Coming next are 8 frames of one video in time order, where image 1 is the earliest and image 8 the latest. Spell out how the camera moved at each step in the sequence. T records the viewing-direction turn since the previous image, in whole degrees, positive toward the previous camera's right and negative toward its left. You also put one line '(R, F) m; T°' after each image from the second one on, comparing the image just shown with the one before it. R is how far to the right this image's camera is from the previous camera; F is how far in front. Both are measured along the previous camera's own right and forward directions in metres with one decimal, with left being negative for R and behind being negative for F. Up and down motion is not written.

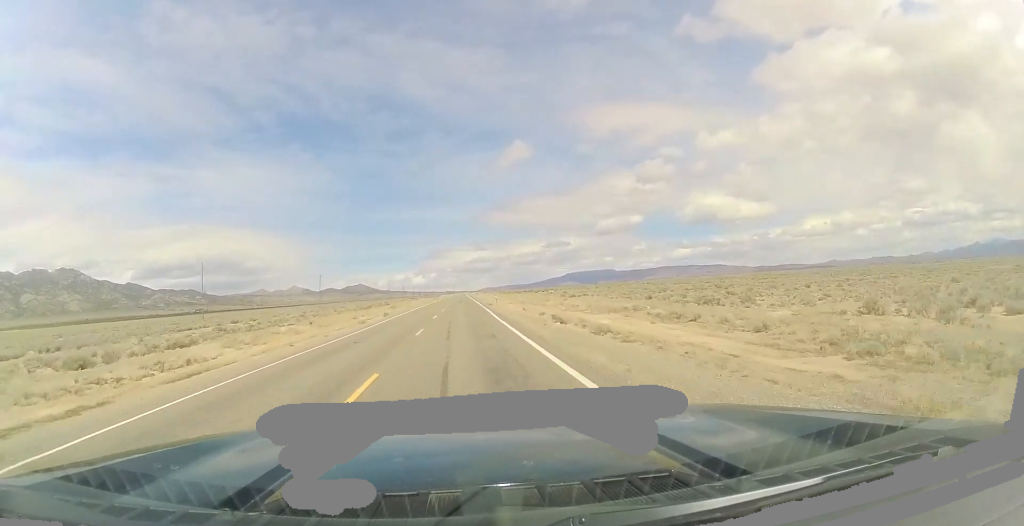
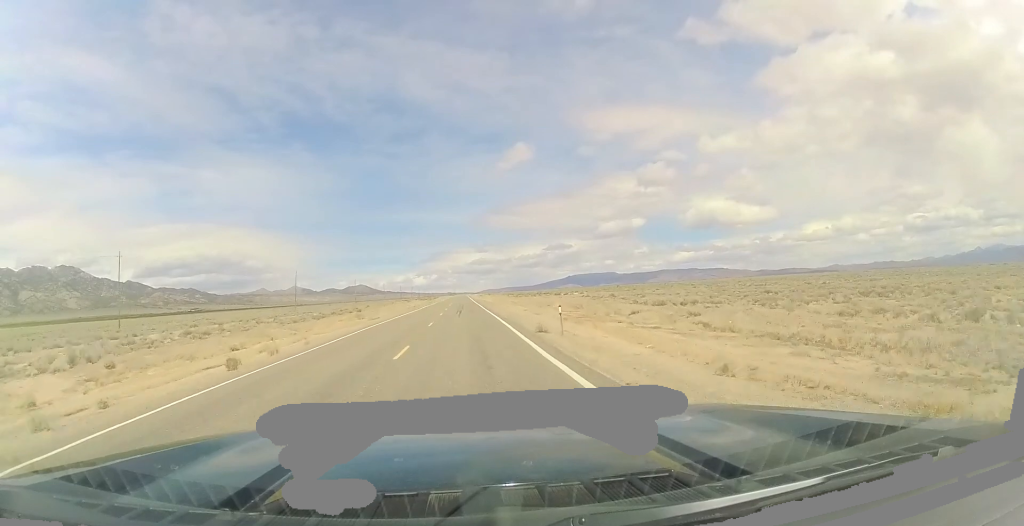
(-0.3, +34.5) m; 0°
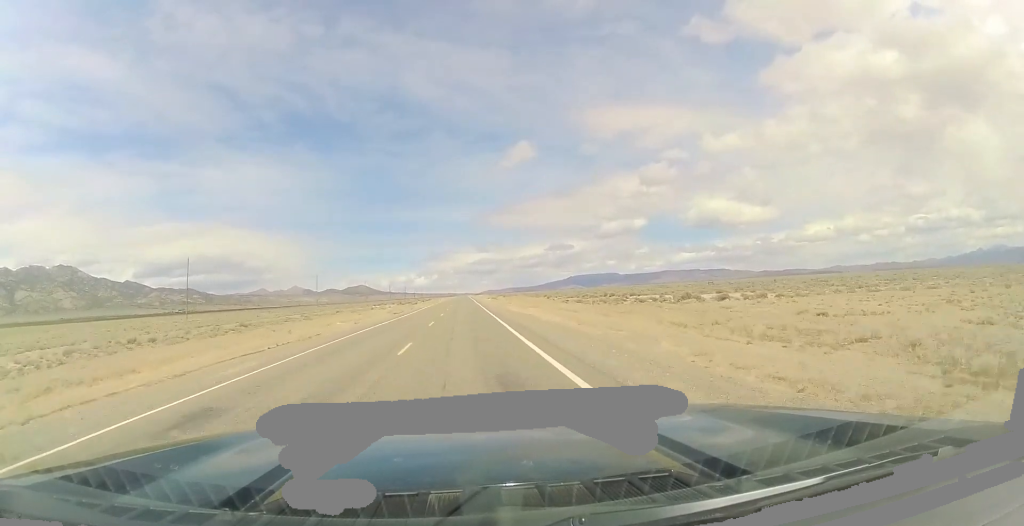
(+0.9, +80.2) m; 0°
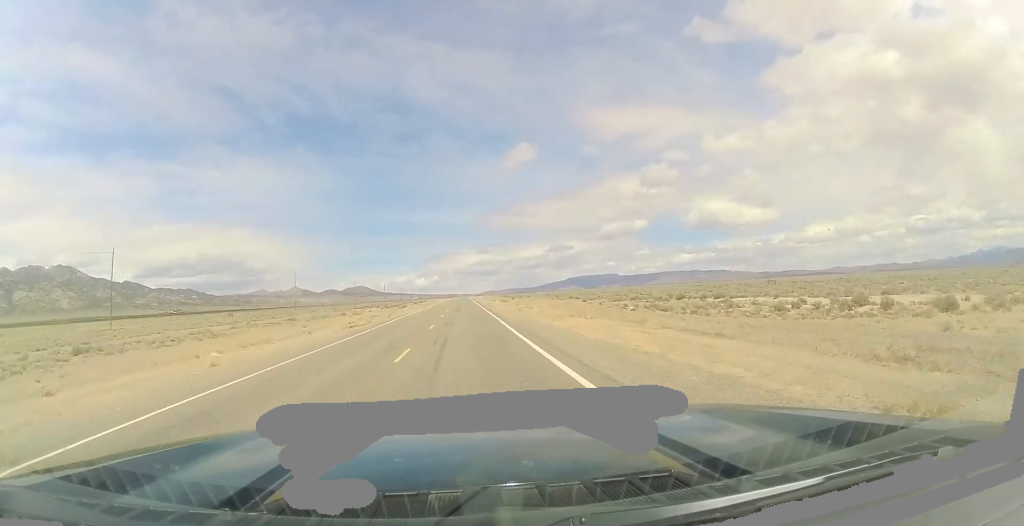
(-0.2, +28.8) m; 0°
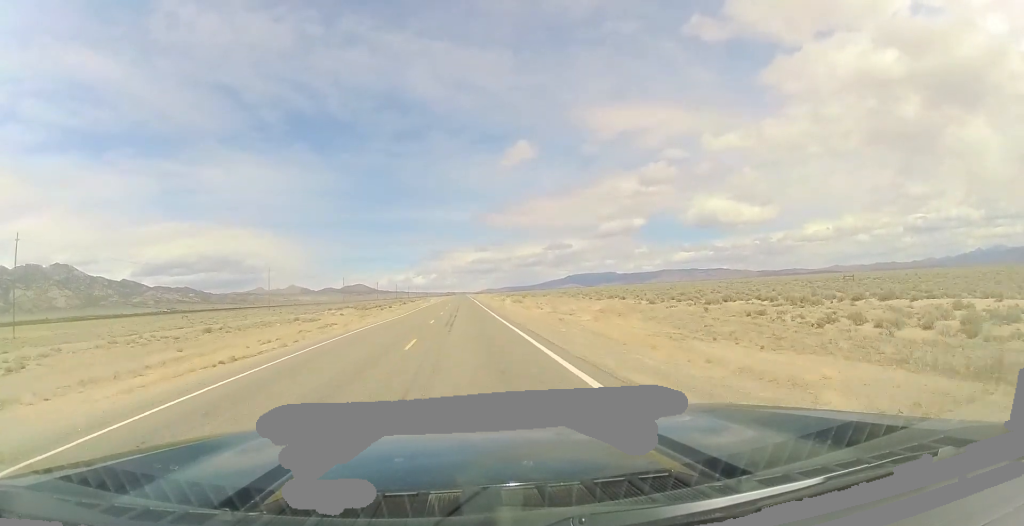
(-0.2, +25.2) m; 0°
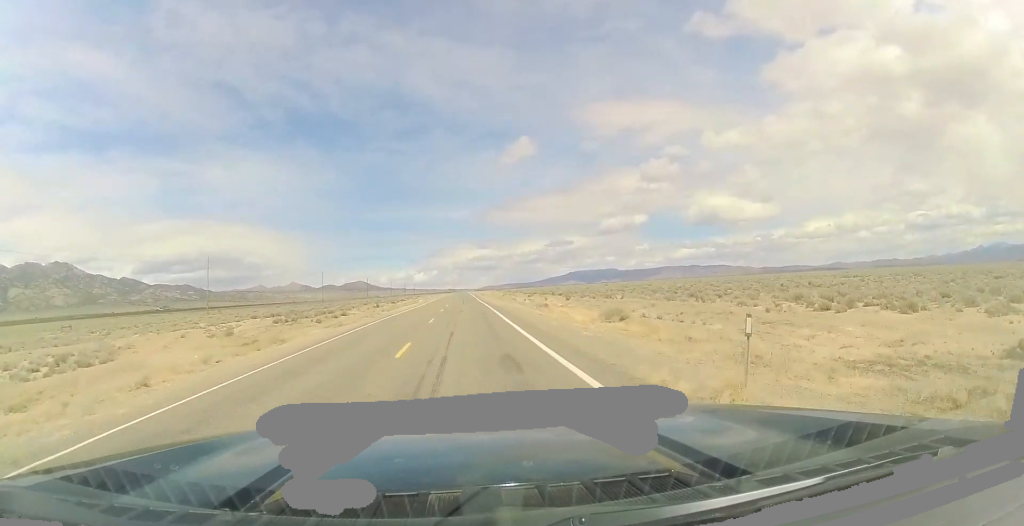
(+0.3, +42.9) m; +1°
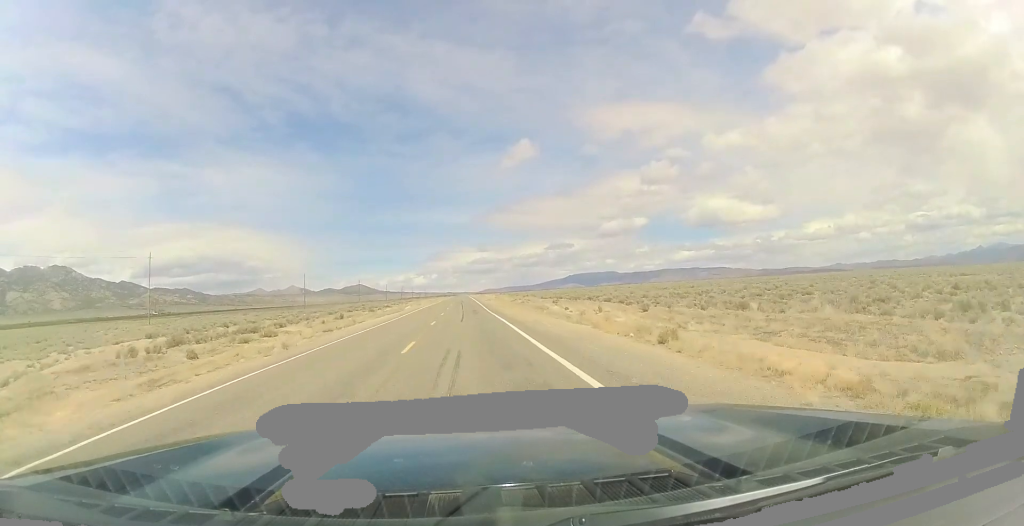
(+0.1, +26.1) m; +1°
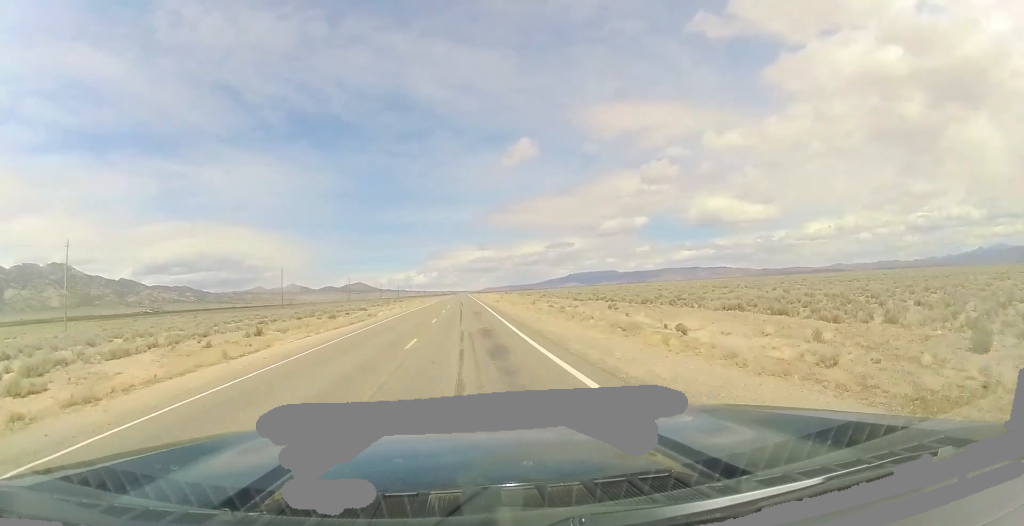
(+0.3, +26.1) m; 0°
